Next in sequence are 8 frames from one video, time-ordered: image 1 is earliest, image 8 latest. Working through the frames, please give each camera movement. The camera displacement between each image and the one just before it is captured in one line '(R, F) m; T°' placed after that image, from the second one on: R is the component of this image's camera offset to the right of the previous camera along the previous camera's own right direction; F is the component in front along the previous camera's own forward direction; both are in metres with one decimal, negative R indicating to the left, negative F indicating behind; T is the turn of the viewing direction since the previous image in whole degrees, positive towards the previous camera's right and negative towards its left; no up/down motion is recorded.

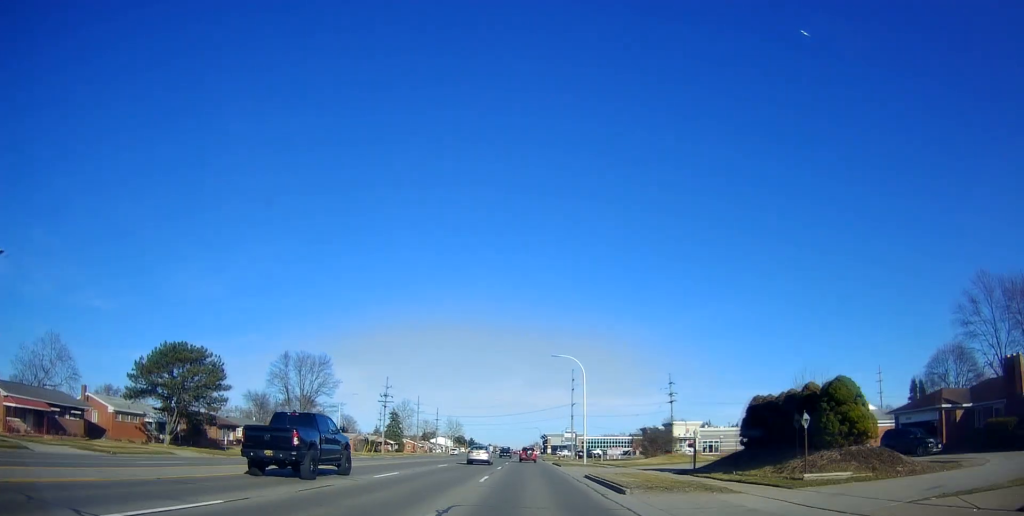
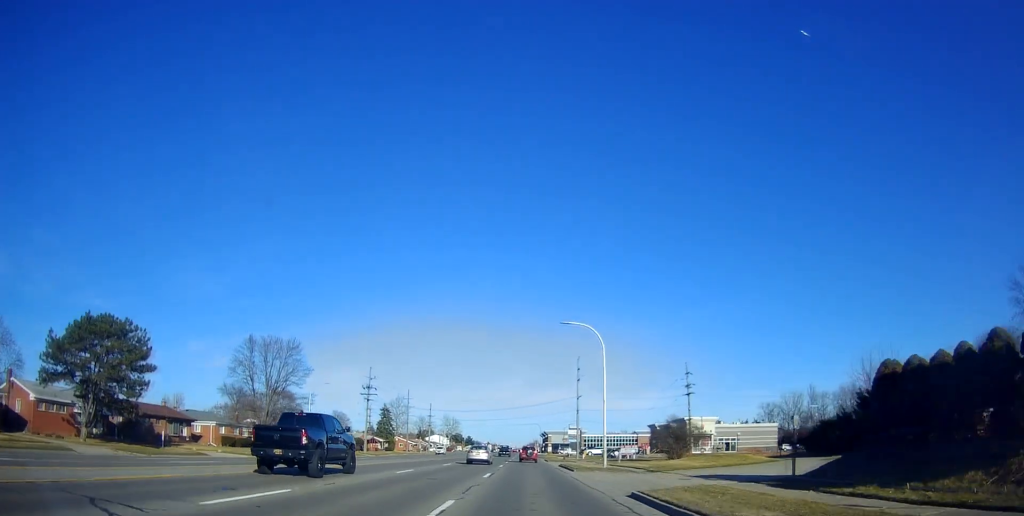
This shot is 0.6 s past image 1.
(-0.2, +12.2) m; 0°
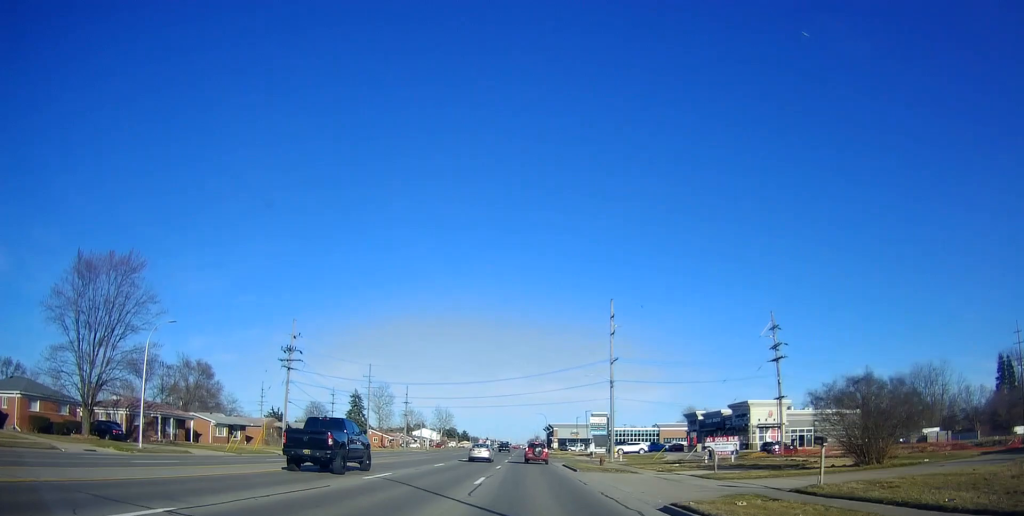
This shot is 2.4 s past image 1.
(+0.9, +36.7) m; 0°
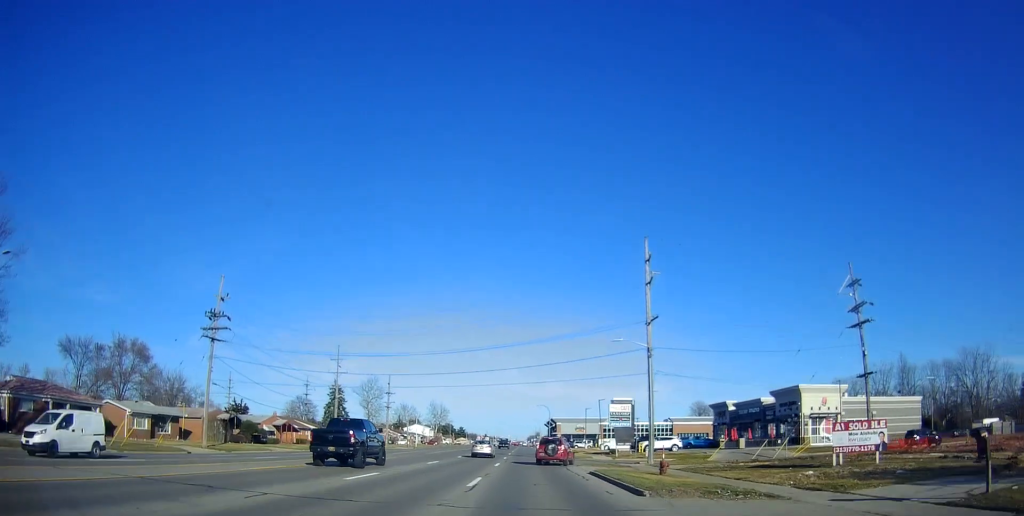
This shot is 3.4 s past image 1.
(-0.4, +19.4) m; -2°
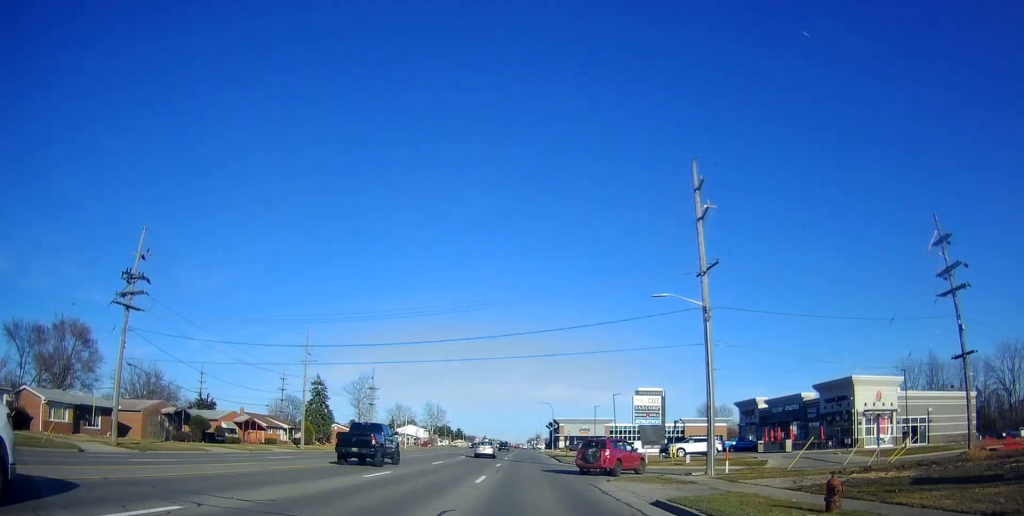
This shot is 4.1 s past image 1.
(-0.1, +14.8) m; 0°
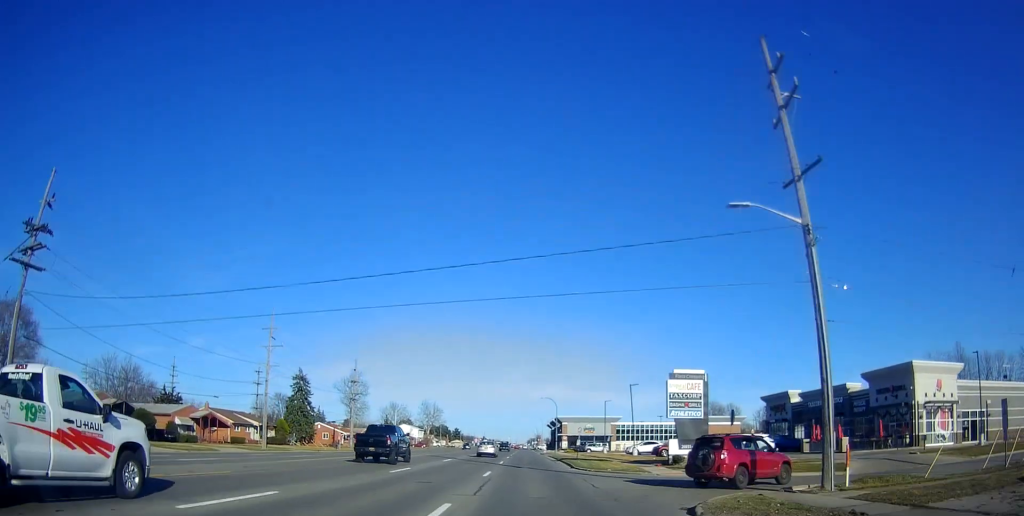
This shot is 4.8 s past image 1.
(0.0, +12.4) m; 0°
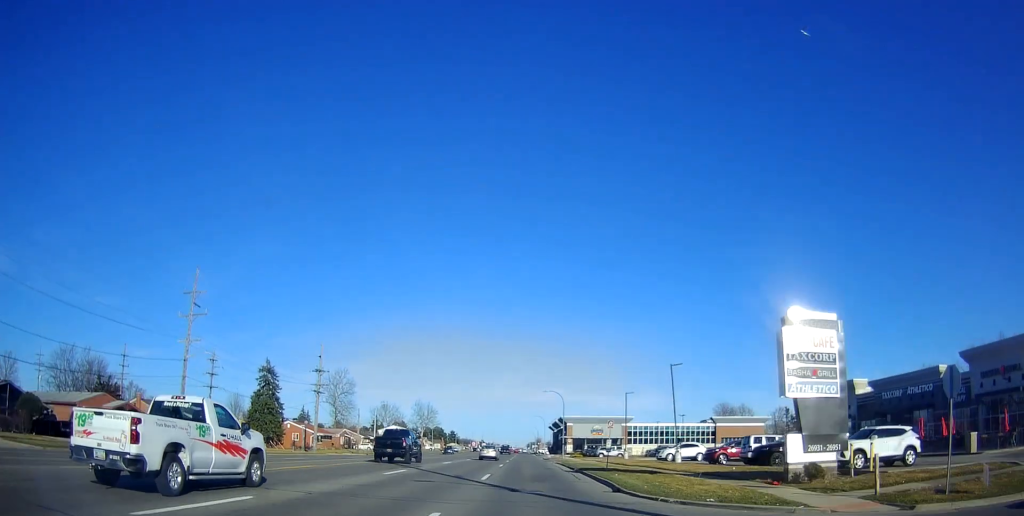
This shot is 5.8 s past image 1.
(+0.1, +16.9) m; +1°
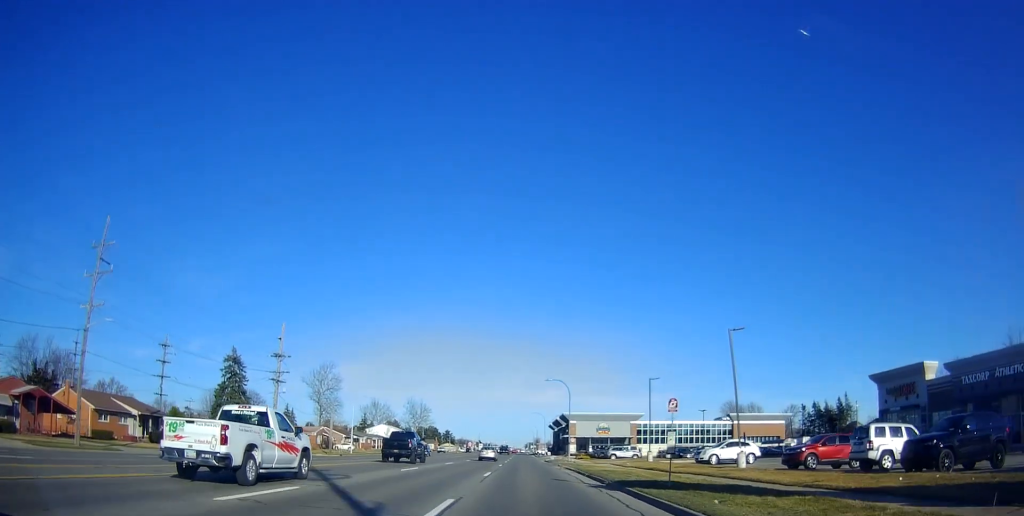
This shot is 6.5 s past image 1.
(+0.4, +12.4) m; 0°
